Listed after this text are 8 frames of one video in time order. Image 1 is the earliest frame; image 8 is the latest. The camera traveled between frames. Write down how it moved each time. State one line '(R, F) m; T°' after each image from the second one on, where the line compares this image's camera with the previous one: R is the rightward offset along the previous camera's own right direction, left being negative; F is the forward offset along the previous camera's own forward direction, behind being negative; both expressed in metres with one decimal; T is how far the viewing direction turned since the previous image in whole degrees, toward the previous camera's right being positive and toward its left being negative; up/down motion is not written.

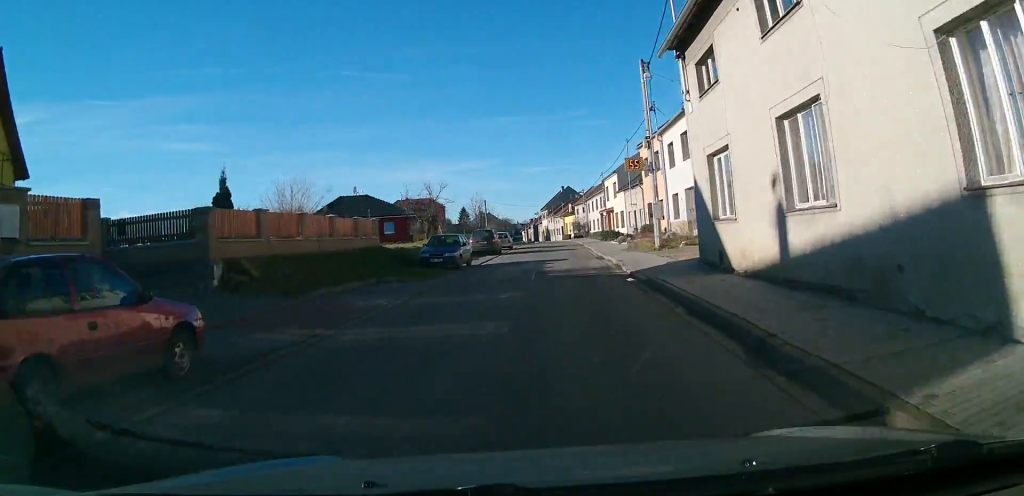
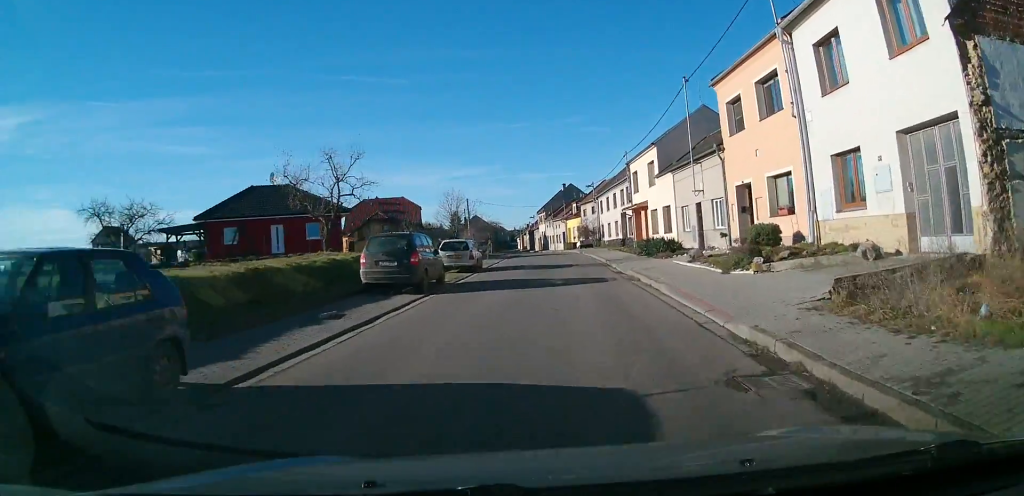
(0.0, +22.2) m; 0°
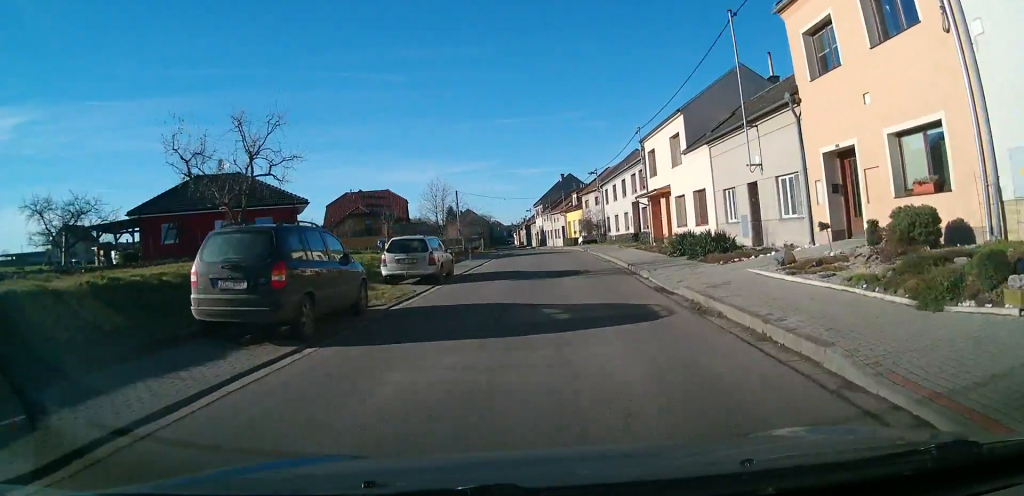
(0.0, +8.2) m; 0°
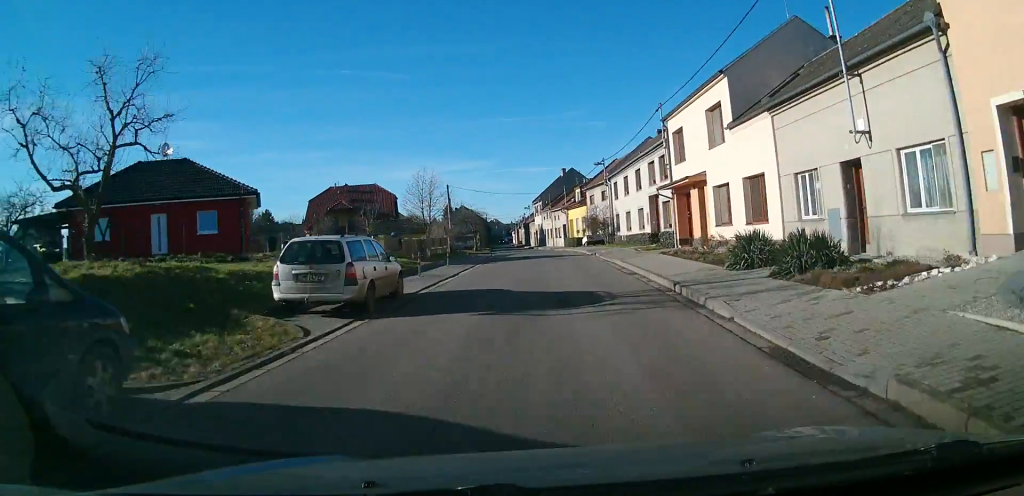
(0.0, +7.1) m; 0°
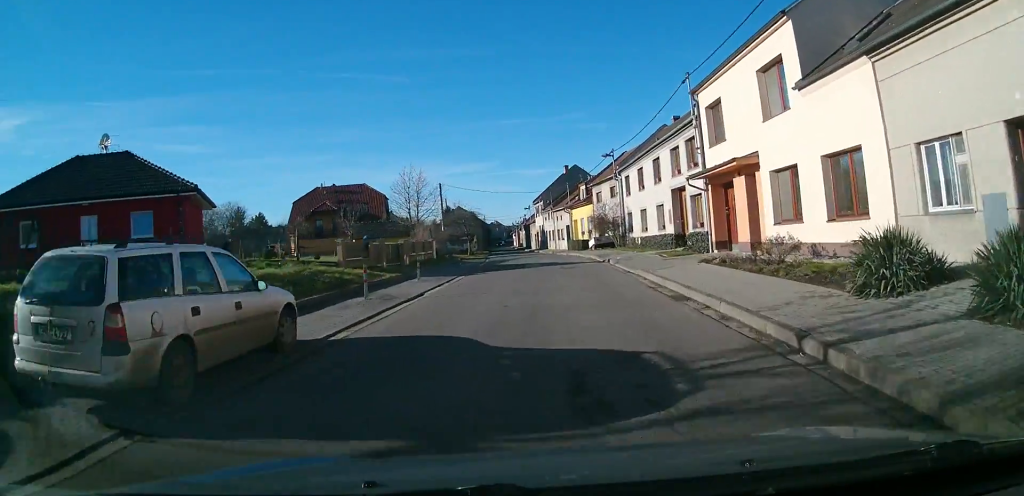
(0.0, +6.1) m; 0°
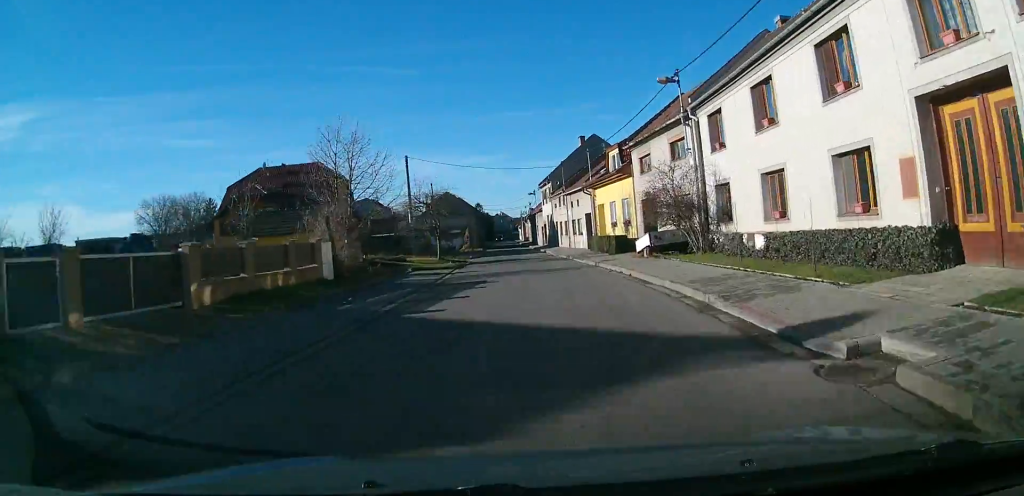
(0.0, +19.8) m; 0°
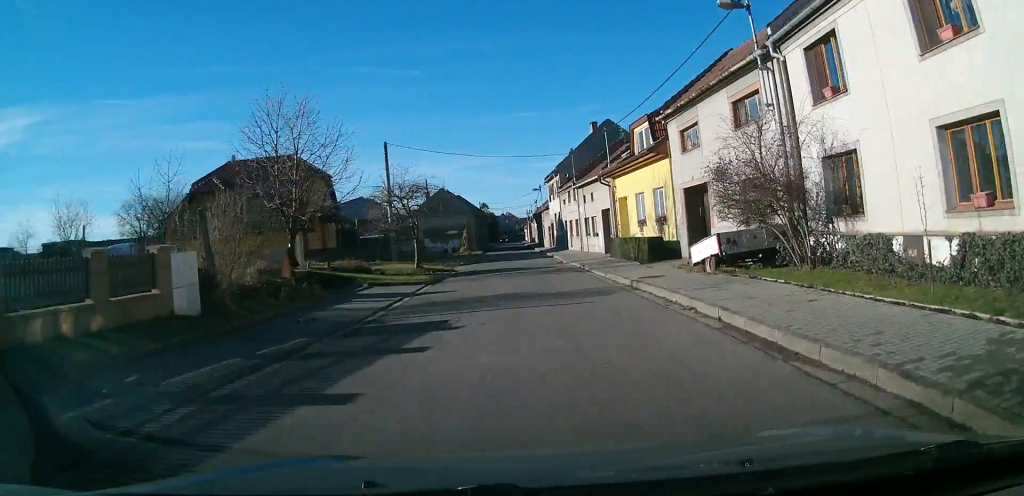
(0.0, +8.1) m; -1°
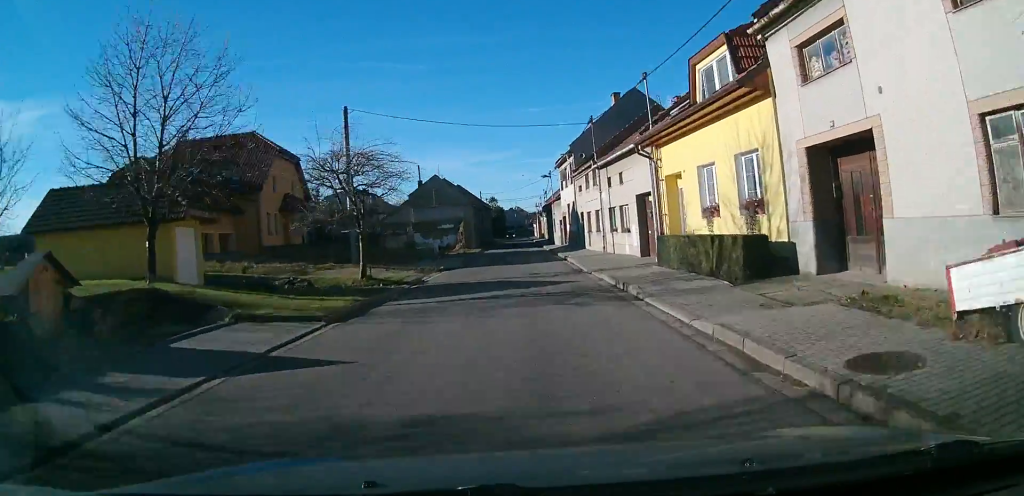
(-0.1, +10.1) m; -1°
